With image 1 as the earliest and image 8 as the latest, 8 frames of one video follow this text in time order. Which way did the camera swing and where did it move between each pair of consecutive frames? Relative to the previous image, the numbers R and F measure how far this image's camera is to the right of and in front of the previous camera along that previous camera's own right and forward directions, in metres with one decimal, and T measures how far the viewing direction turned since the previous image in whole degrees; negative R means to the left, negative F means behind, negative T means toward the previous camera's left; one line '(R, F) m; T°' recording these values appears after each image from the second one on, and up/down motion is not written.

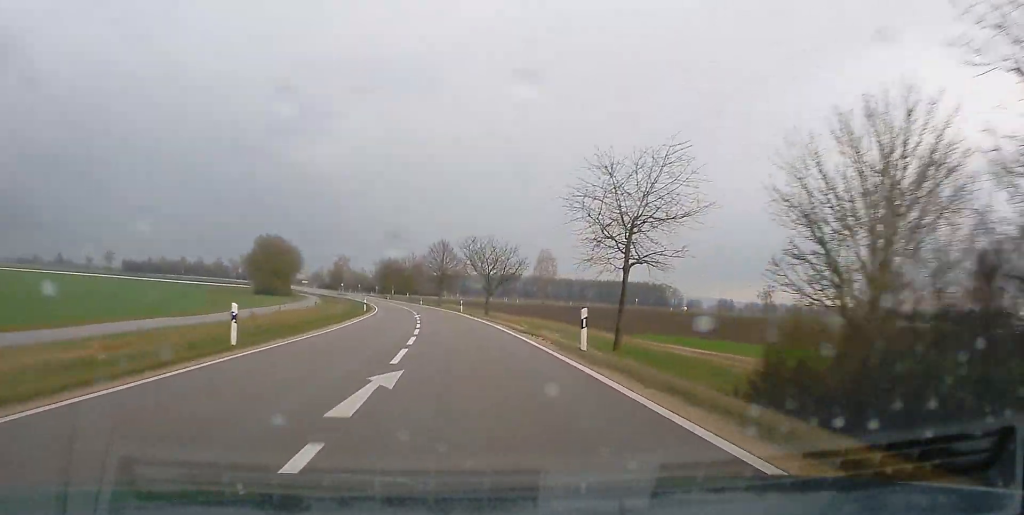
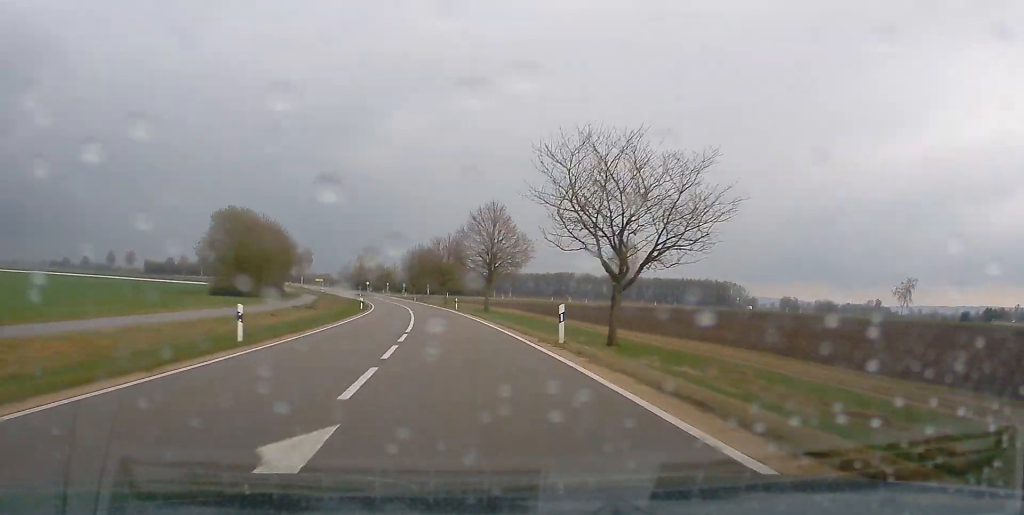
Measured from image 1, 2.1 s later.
(-1.6, +48.3) m; -4°
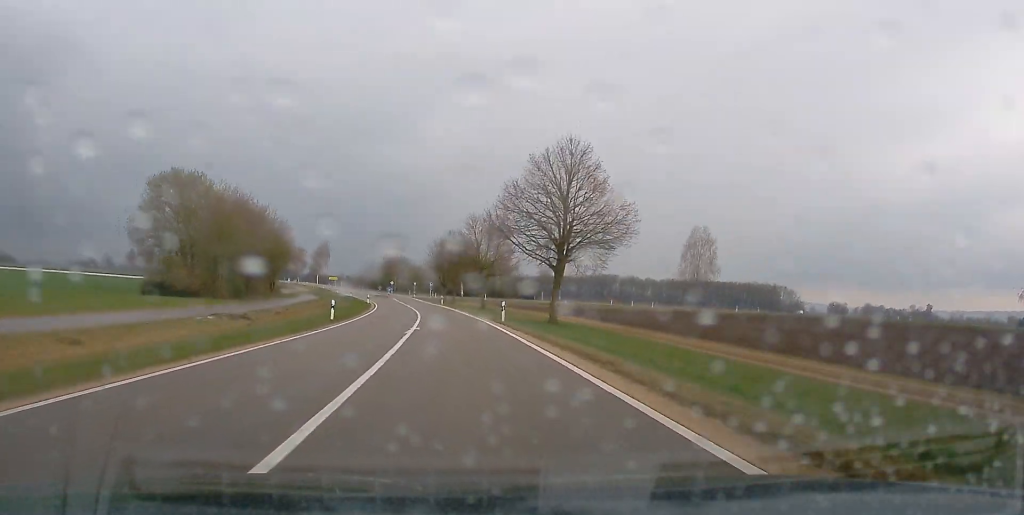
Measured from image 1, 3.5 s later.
(-0.4, +31.4) m; -2°
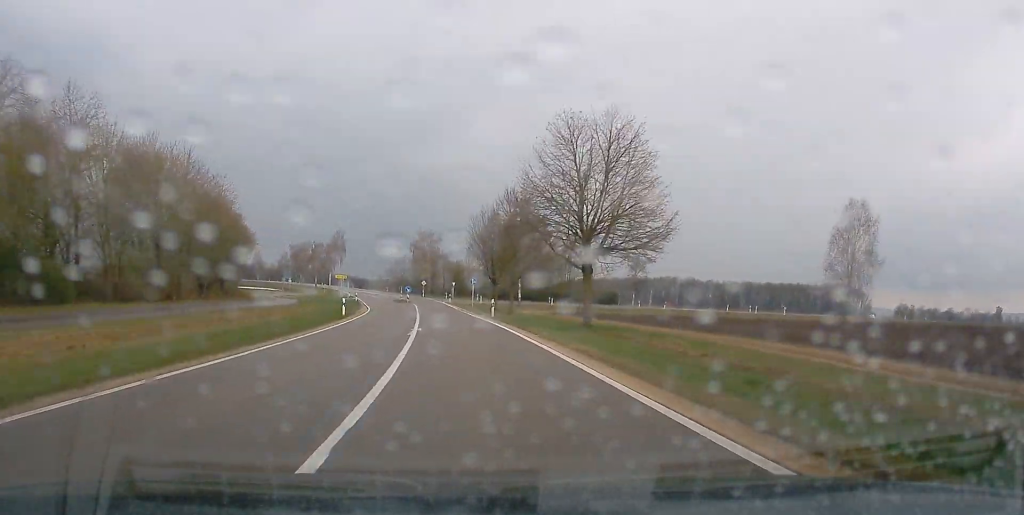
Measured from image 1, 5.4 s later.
(-1.3, +43.8) m; -3°
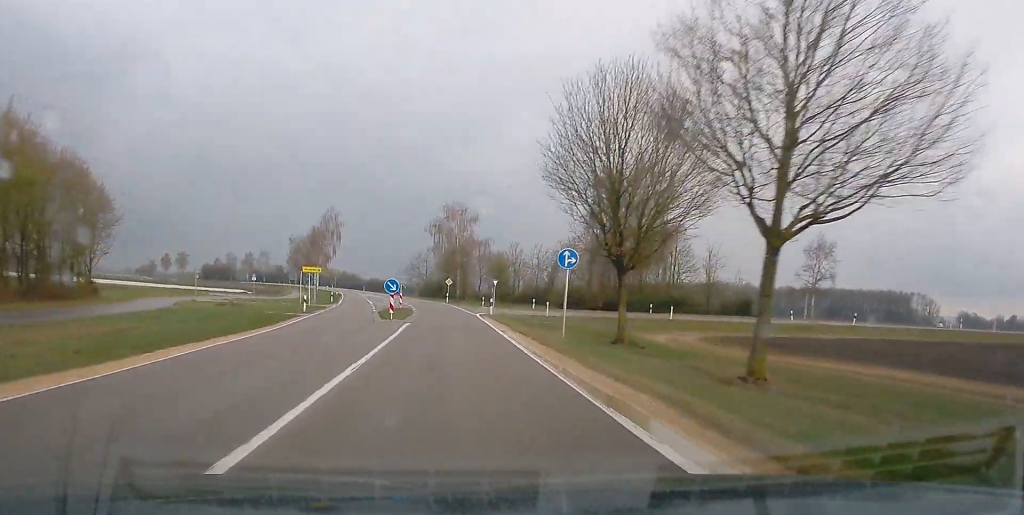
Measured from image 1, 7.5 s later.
(-1.5, +46.4) m; -3°
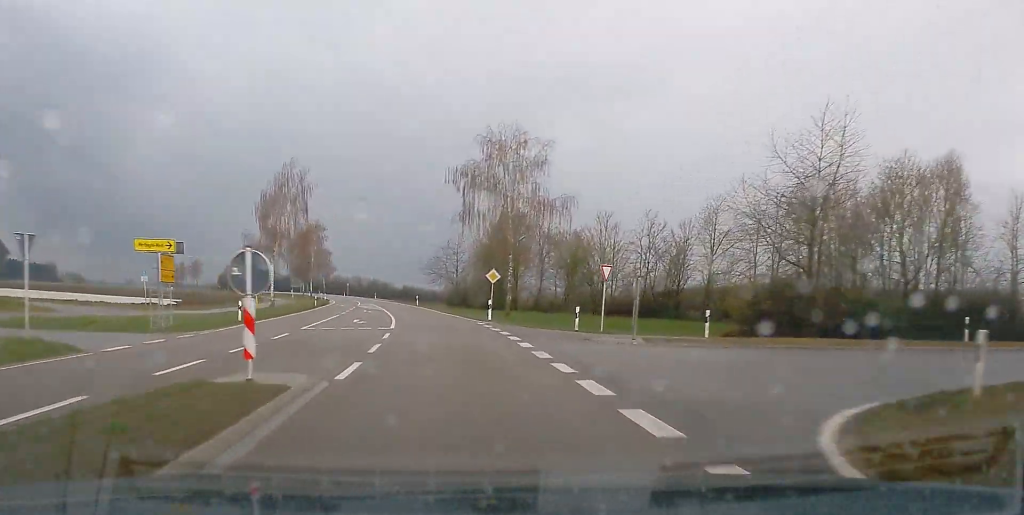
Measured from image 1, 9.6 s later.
(-1.2, +46.1) m; -4°
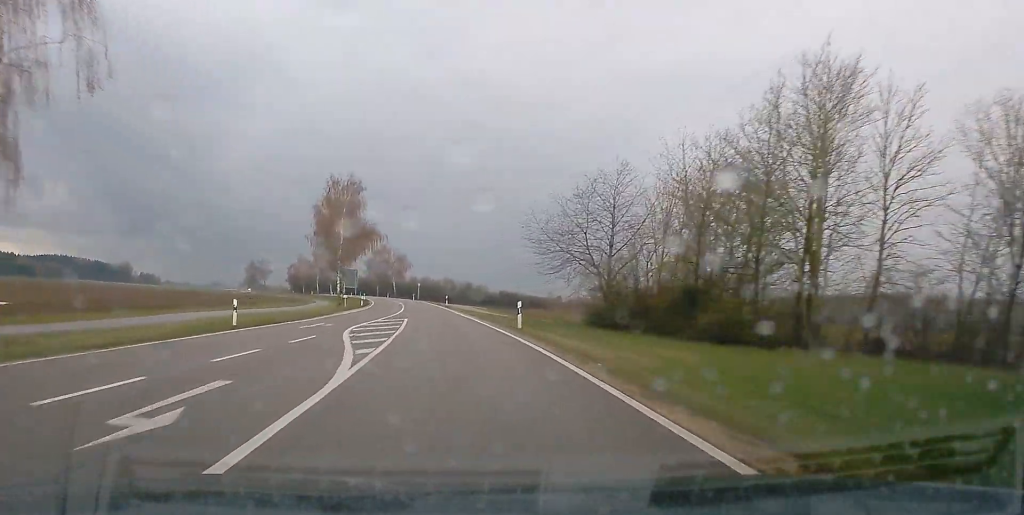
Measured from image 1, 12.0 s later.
(-2.6, +50.6) m; -5°
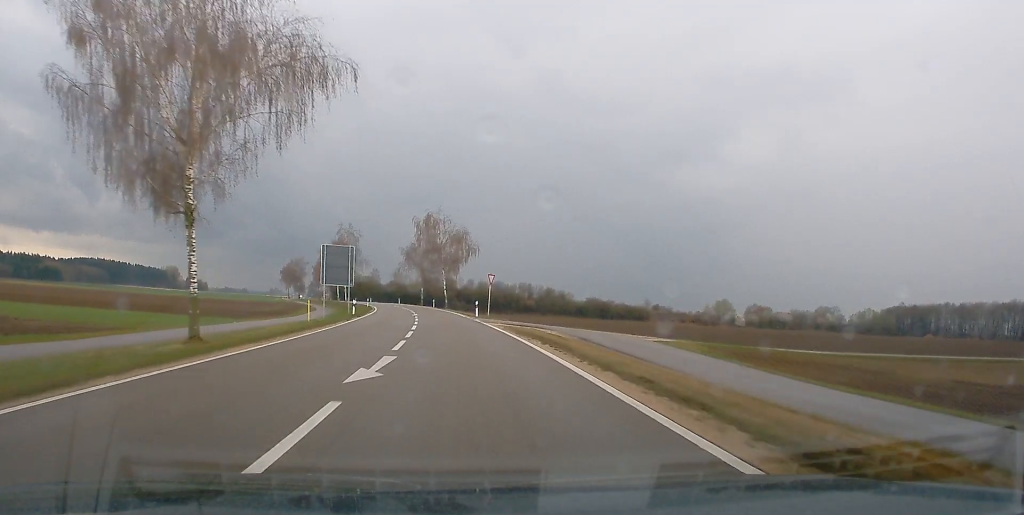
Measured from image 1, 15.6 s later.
(-4.0, +73.8) m; -6°
